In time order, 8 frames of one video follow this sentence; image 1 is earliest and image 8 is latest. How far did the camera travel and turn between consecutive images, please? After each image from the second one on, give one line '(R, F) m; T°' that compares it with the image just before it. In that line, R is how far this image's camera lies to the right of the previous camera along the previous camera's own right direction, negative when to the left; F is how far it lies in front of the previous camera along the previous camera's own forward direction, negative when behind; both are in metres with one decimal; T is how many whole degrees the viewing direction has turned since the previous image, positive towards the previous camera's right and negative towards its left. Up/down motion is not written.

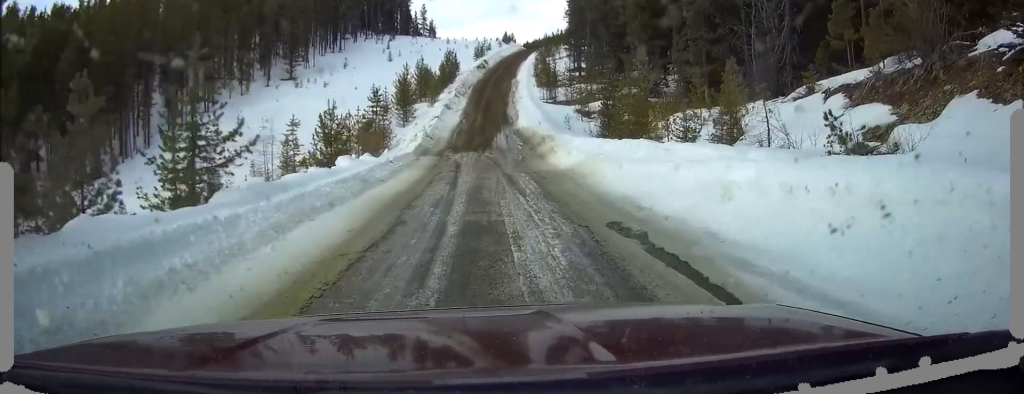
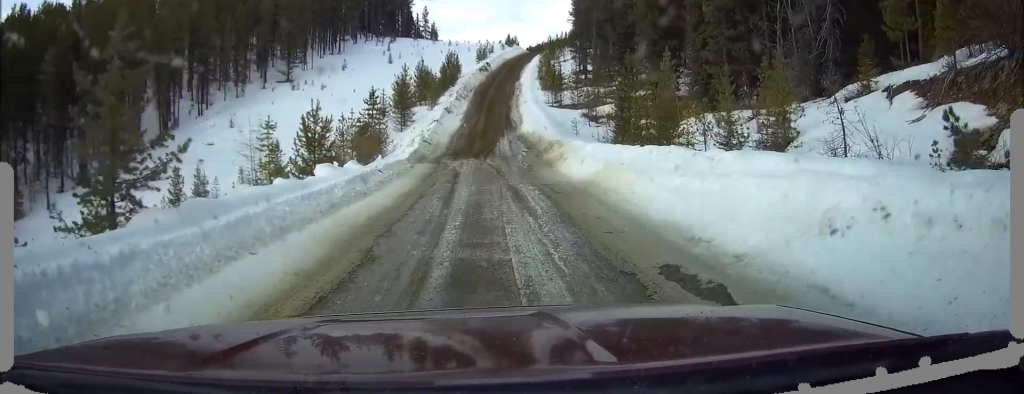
(0.0, +3.1) m; 0°
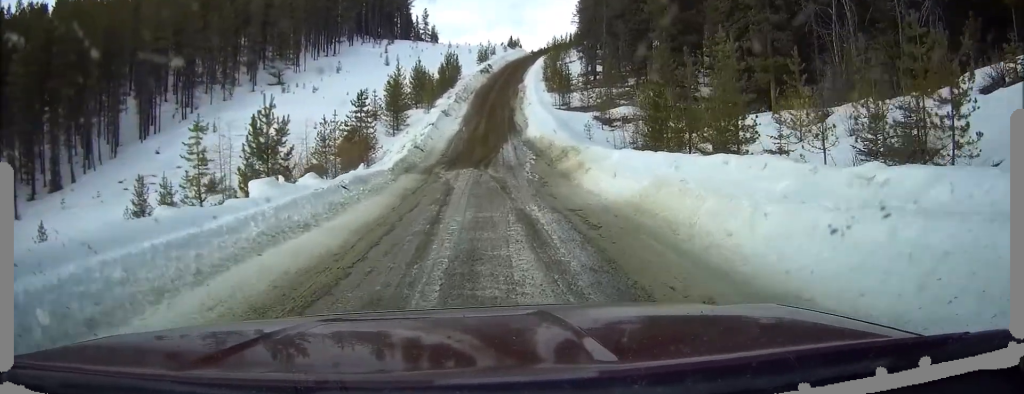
(+0.1, +5.9) m; +1°
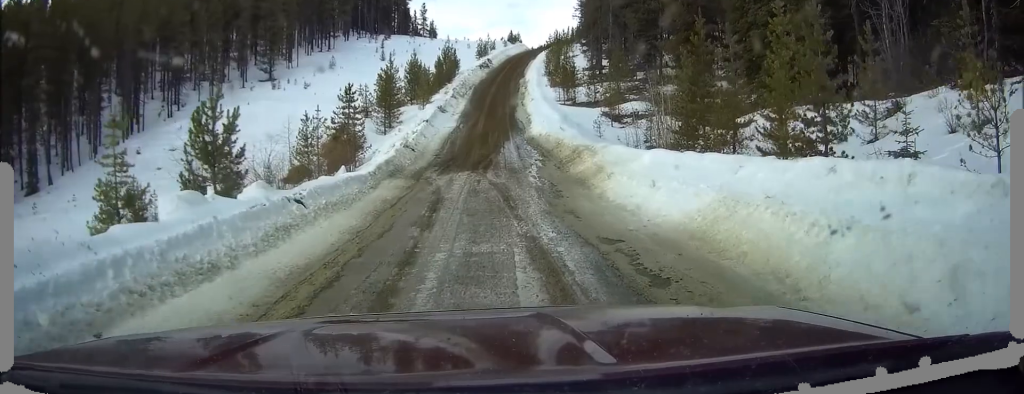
(0.0, +4.2) m; +1°
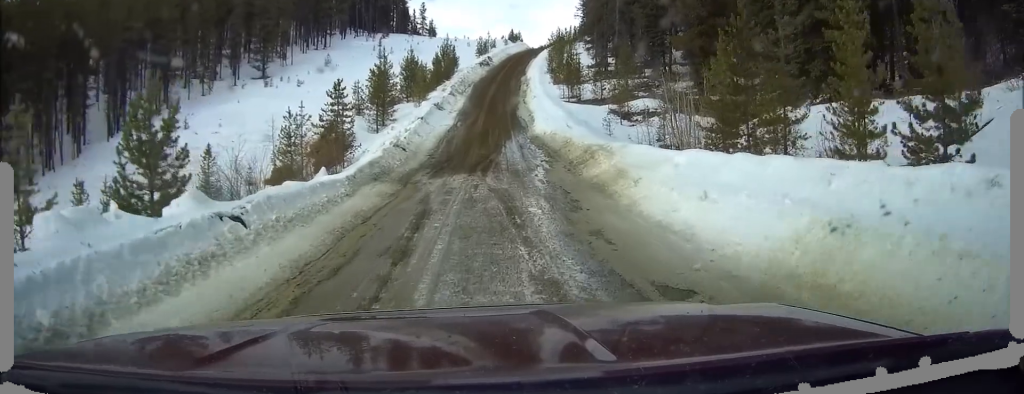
(-0.1, +3.4) m; +1°
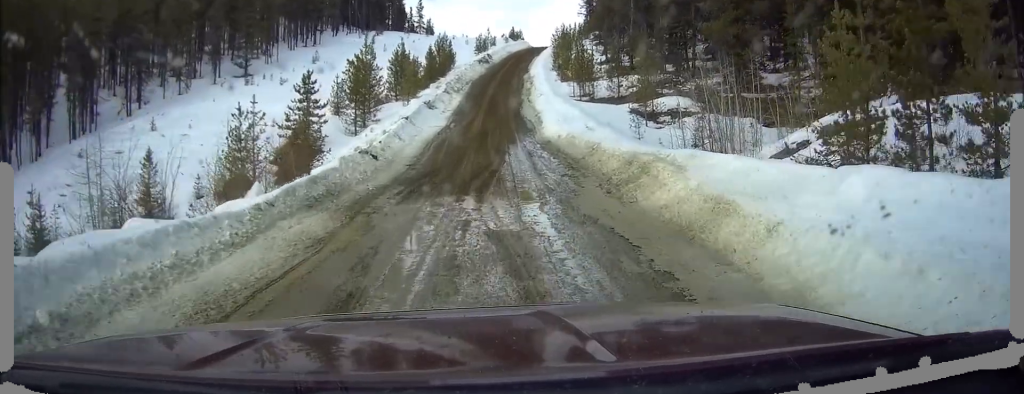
(+0.3, +7.5) m; +7°
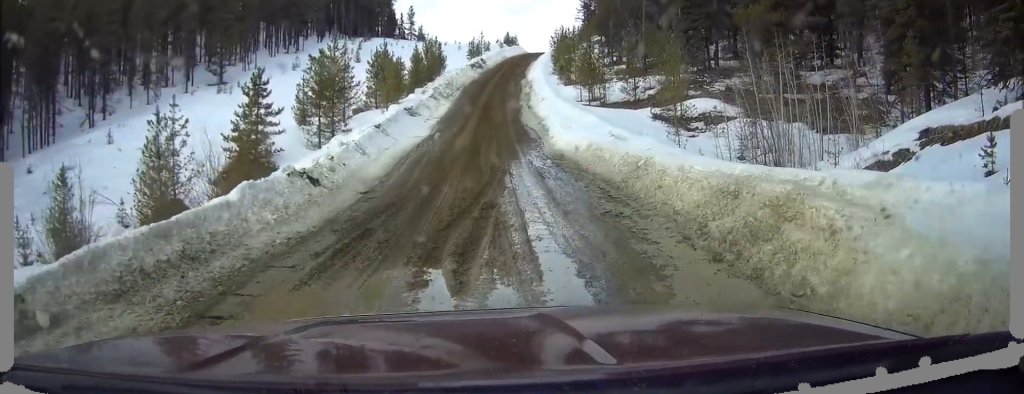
(+0.6, +7.2) m; -1°
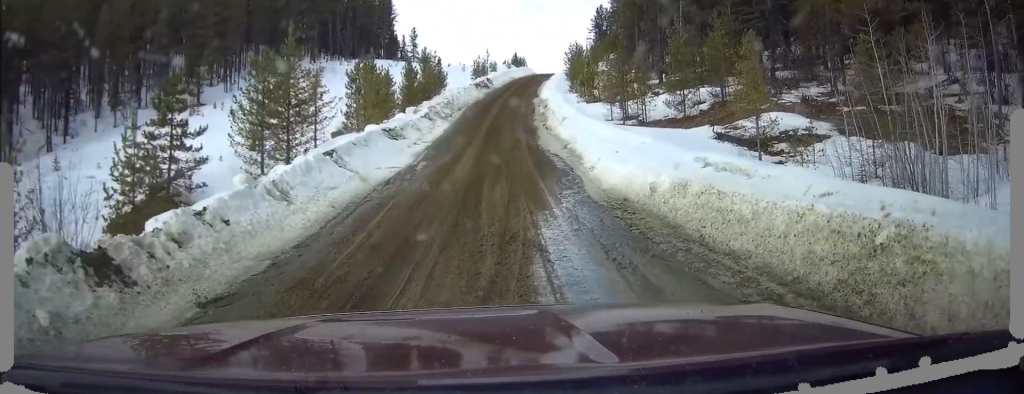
(-0.9, +9.0) m; -7°
